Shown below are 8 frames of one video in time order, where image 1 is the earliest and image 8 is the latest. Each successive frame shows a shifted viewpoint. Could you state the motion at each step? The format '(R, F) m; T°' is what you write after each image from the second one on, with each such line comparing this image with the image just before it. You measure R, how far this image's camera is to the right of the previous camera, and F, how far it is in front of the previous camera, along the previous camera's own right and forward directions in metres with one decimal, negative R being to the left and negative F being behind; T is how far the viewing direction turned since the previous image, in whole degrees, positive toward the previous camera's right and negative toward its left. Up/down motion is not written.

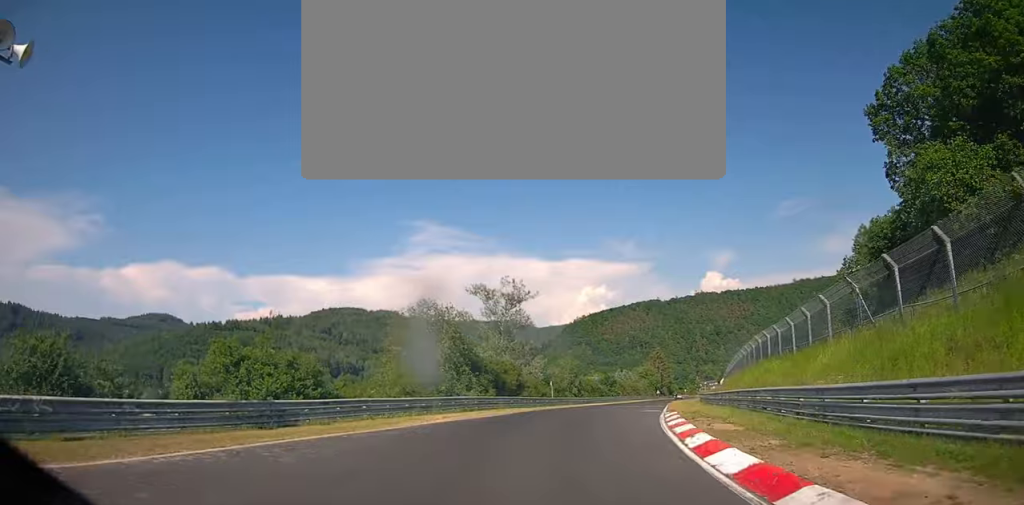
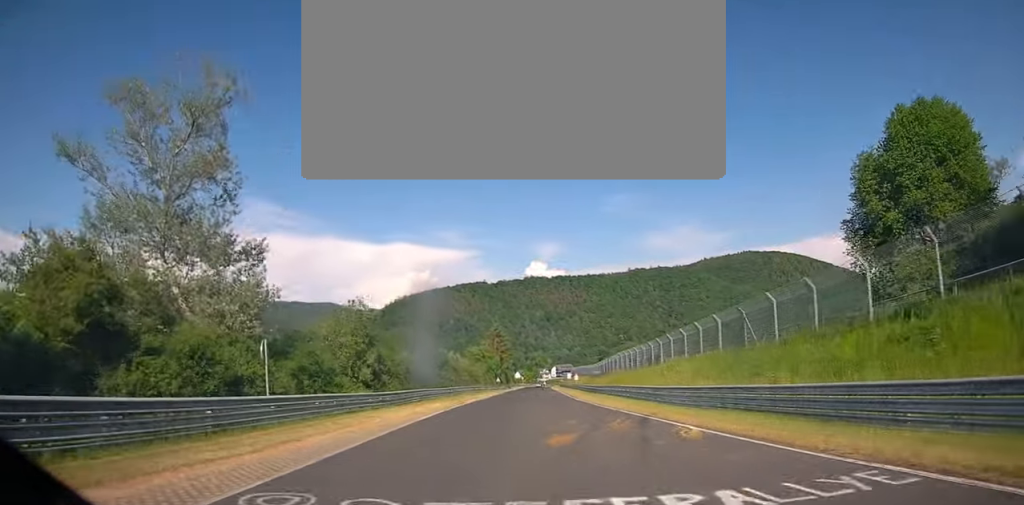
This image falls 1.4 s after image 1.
(+7.8, +44.6) m; +14°
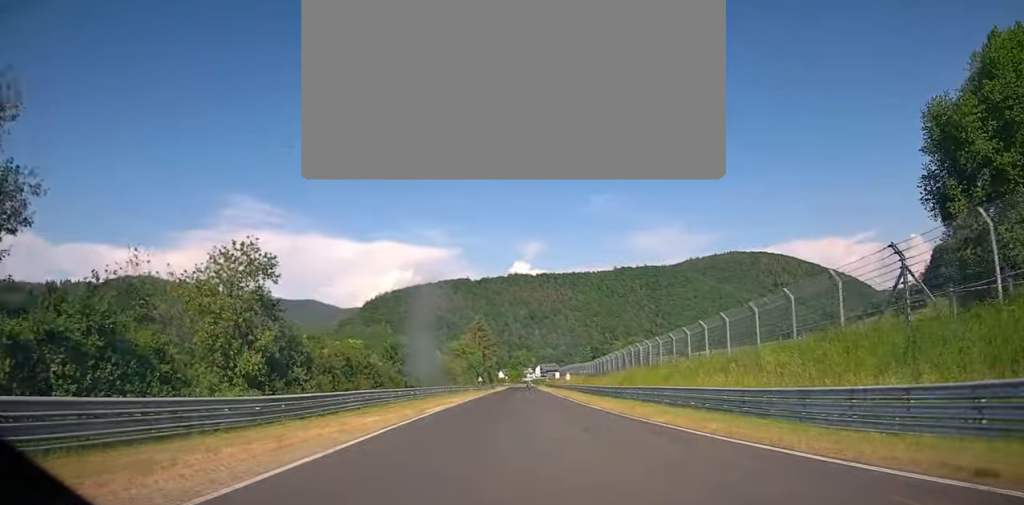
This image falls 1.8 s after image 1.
(+0.7, +15.4) m; +1°
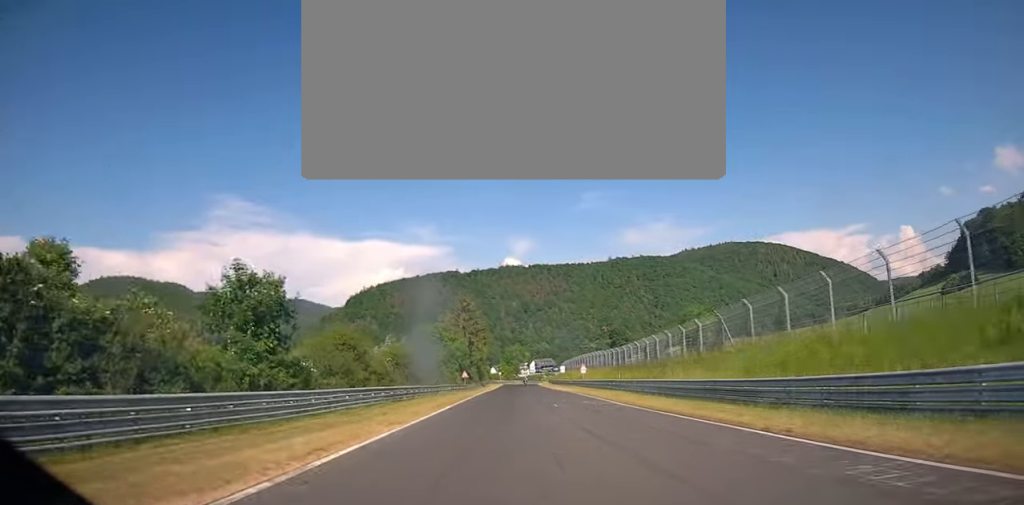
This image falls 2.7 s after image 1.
(+0.4, +31.8) m; 0°
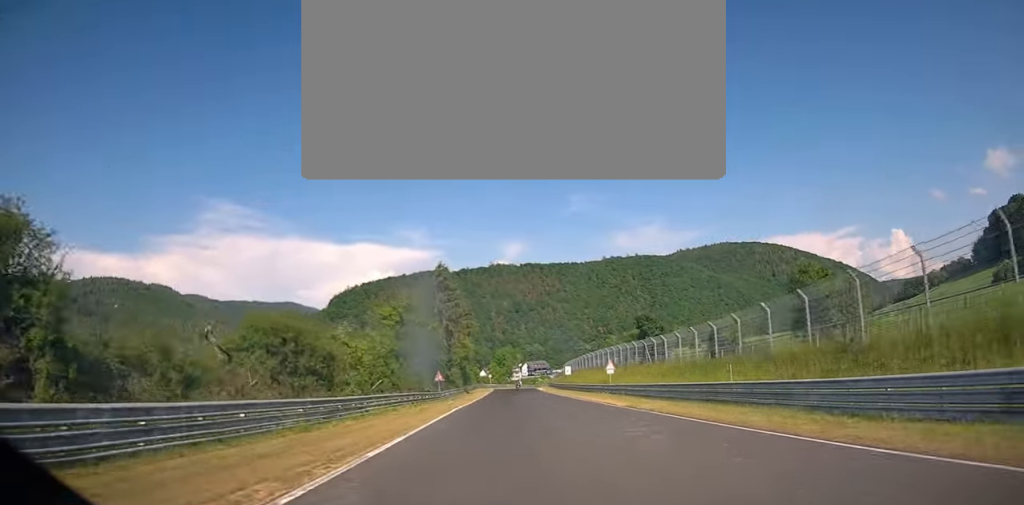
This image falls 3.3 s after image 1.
(-0.2, +27.4) m; -1°
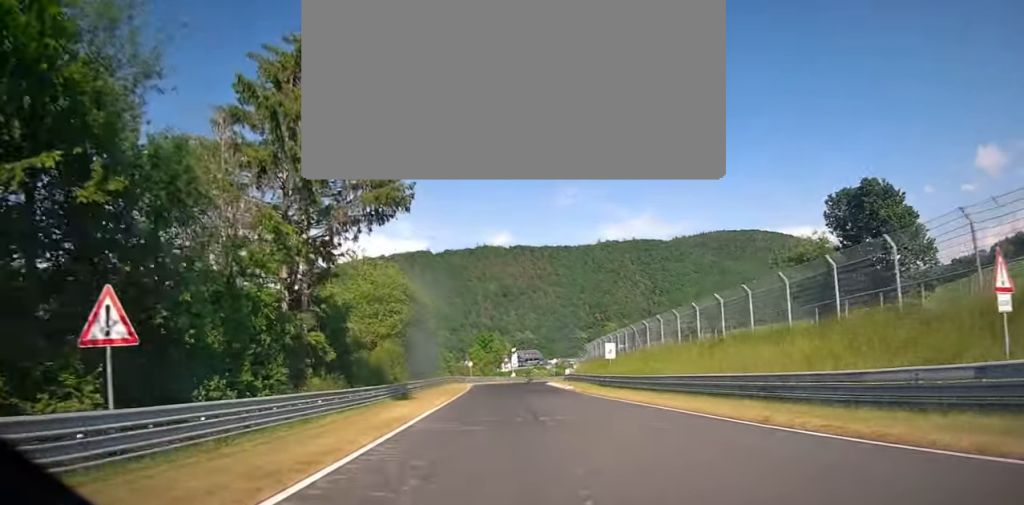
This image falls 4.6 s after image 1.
(-0.2, +50.8) m; +2°
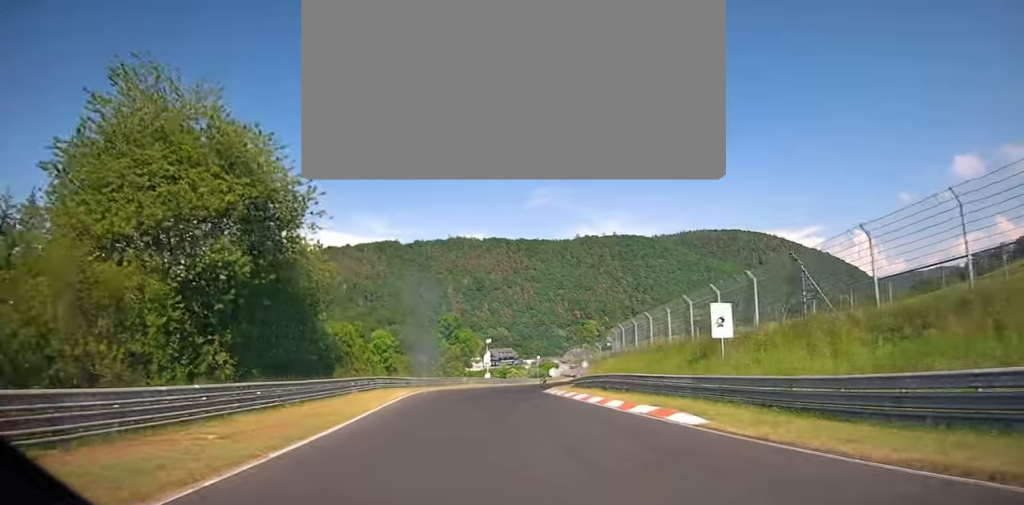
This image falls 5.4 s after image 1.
(+0.8, +33.9) m; +4°
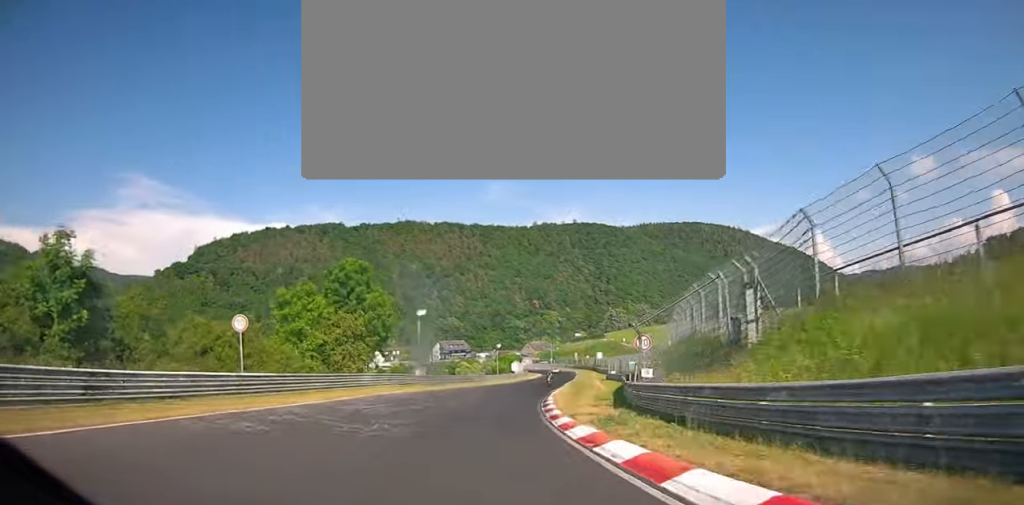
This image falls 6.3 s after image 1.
(+1.4, +38.4) m; +5°
